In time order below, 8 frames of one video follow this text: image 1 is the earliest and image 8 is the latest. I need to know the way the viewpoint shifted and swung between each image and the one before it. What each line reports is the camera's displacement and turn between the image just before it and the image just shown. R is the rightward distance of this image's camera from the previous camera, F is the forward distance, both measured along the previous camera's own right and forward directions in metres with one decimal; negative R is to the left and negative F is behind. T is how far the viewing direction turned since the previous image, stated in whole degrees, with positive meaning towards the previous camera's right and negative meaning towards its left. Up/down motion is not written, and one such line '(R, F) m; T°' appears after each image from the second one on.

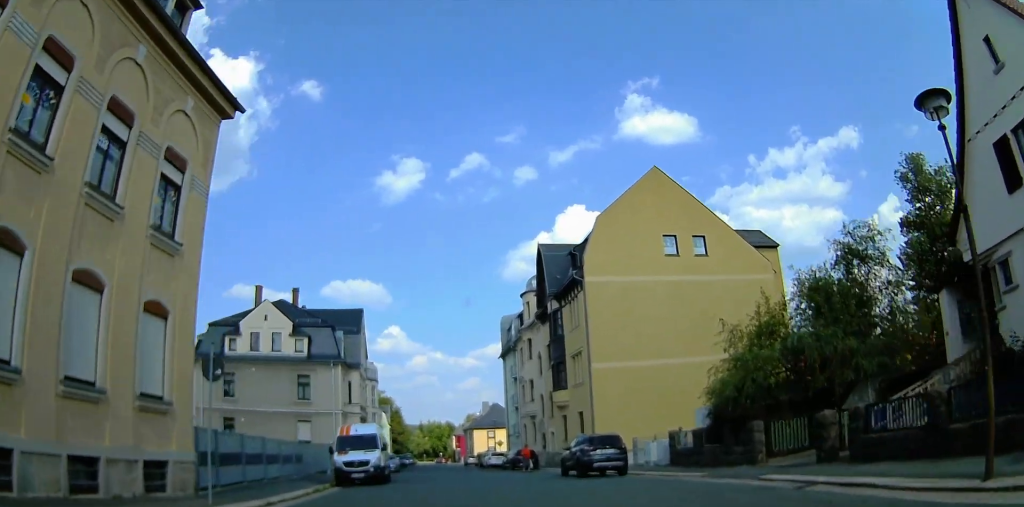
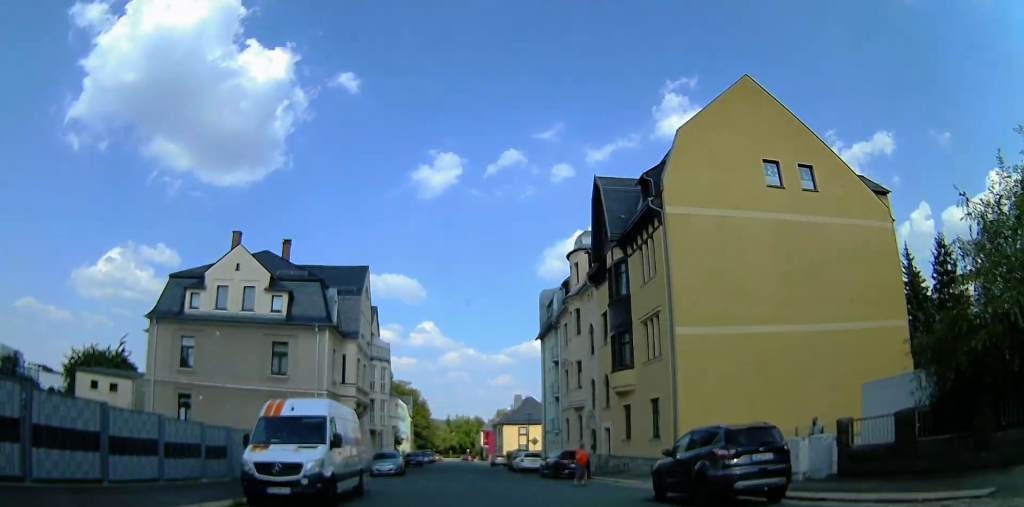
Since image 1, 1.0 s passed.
(-0.4, +11.3) m; -1°
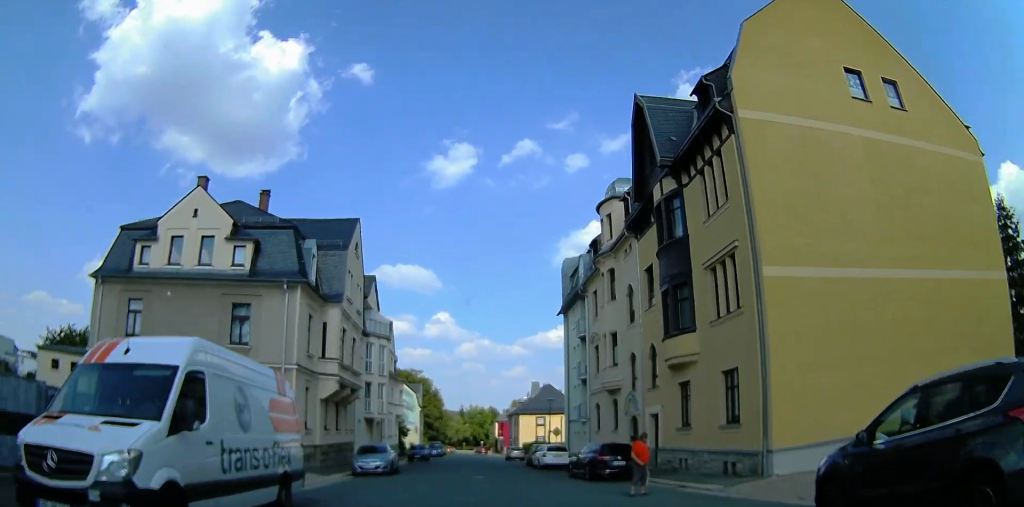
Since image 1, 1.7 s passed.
(+0.1, +7.2) m; +1°
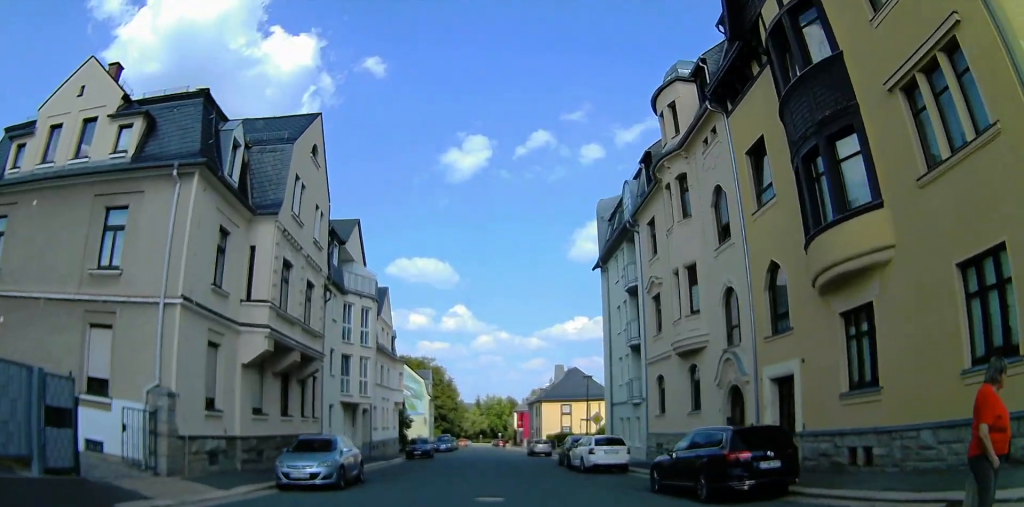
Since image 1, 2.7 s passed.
(0.0, +11.3) m; 0°
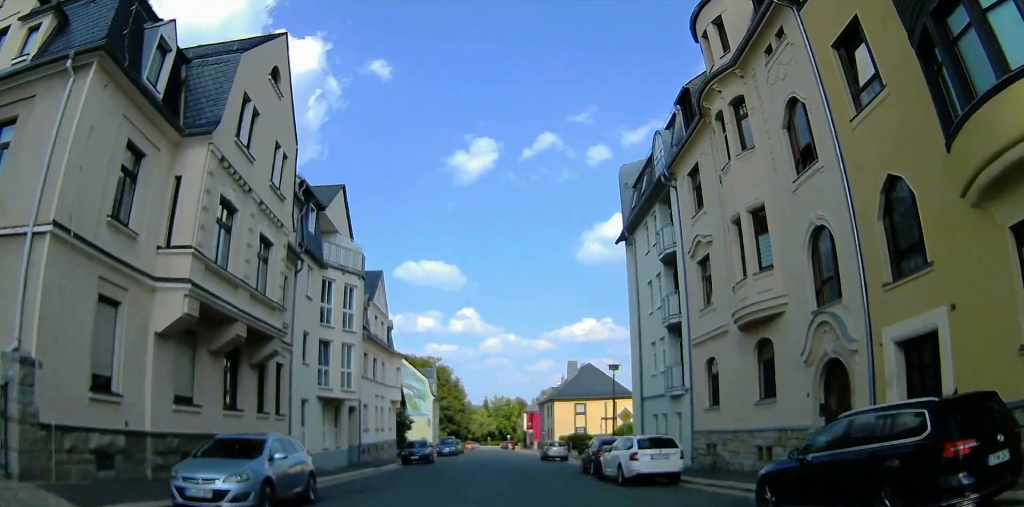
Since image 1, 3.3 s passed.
(0.0, +5.6) m; 0°
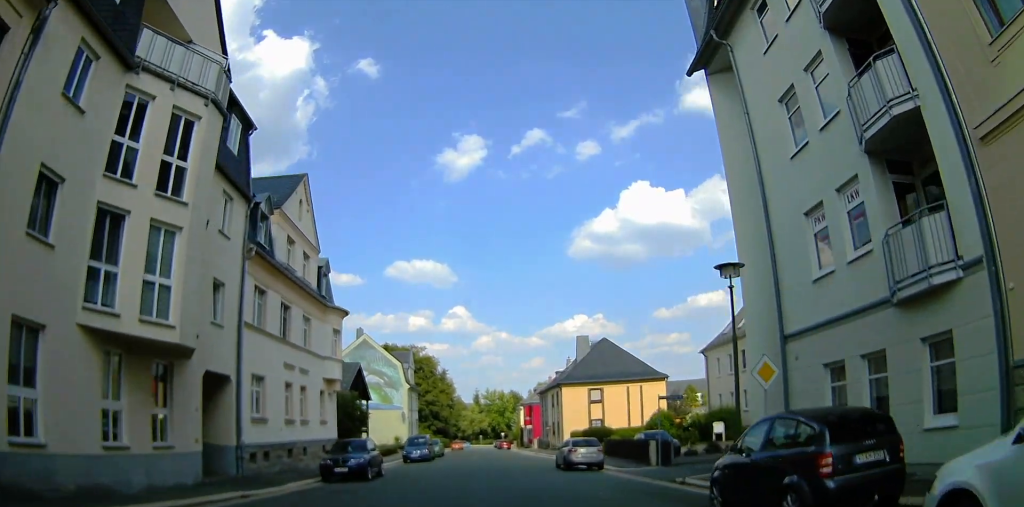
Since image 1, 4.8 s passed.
(0.0, +17.1) m; 0°
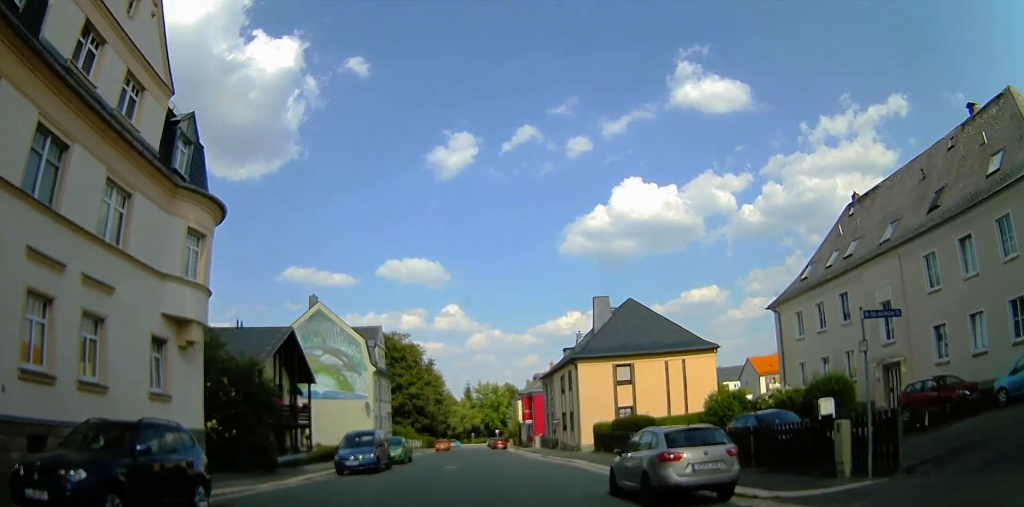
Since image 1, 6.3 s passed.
(0.0, +15.8) m; 0°
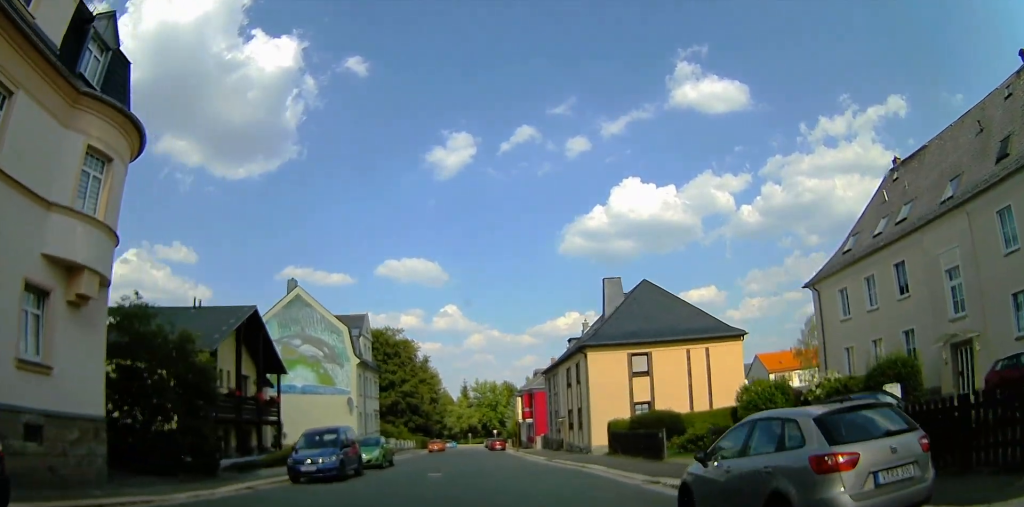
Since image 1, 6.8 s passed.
(0.0, +5.4) m; 0°
